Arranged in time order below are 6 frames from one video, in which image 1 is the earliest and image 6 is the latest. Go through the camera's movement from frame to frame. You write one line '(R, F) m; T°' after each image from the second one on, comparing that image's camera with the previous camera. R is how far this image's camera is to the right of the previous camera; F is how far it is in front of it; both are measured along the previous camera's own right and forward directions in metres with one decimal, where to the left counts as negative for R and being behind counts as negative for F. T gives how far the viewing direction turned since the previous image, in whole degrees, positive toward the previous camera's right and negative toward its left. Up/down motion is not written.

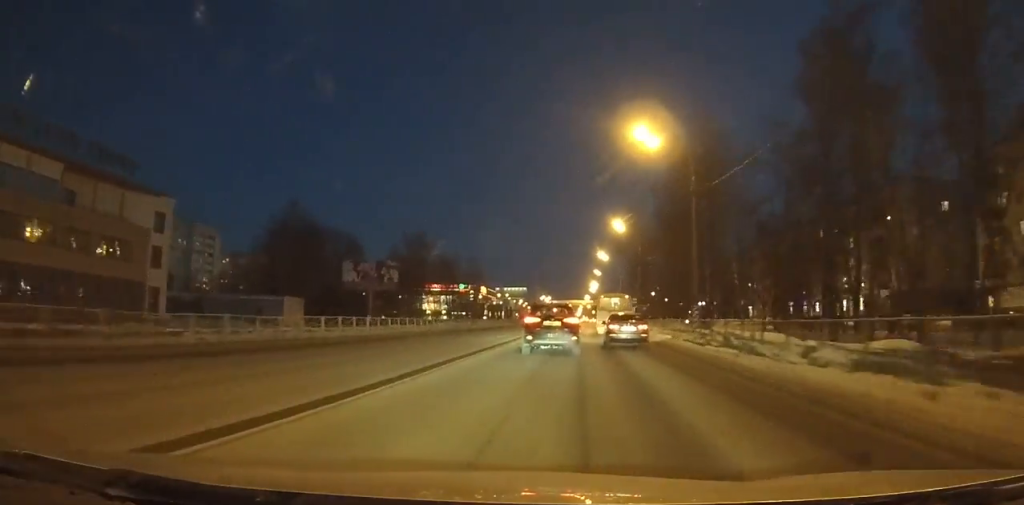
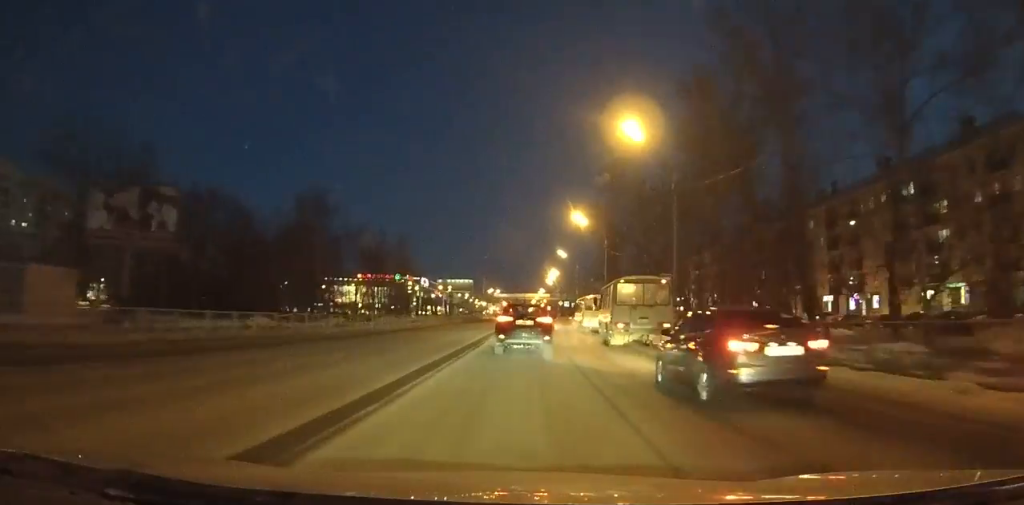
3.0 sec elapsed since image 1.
(+0.5, +32.9) m; +2°
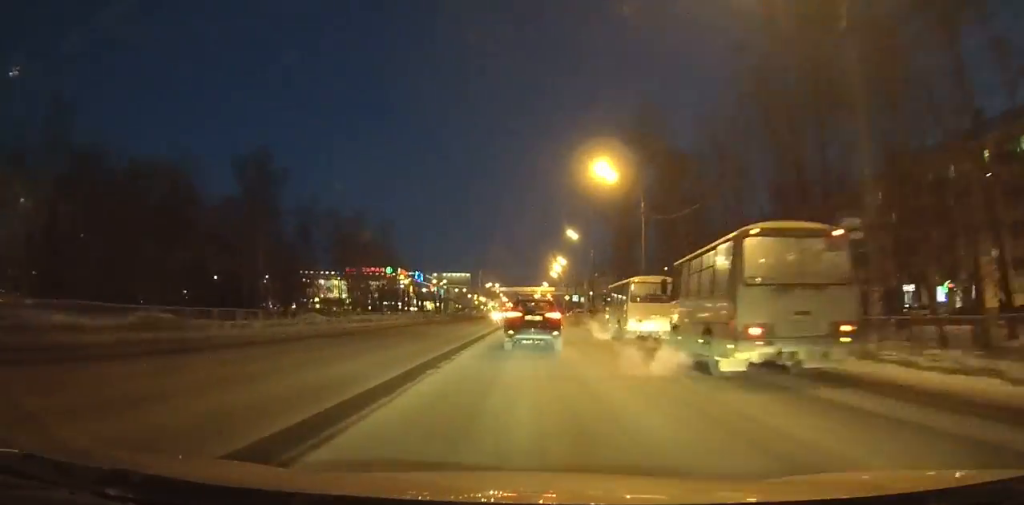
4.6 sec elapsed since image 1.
(+0.3, +17.6) m; +1°
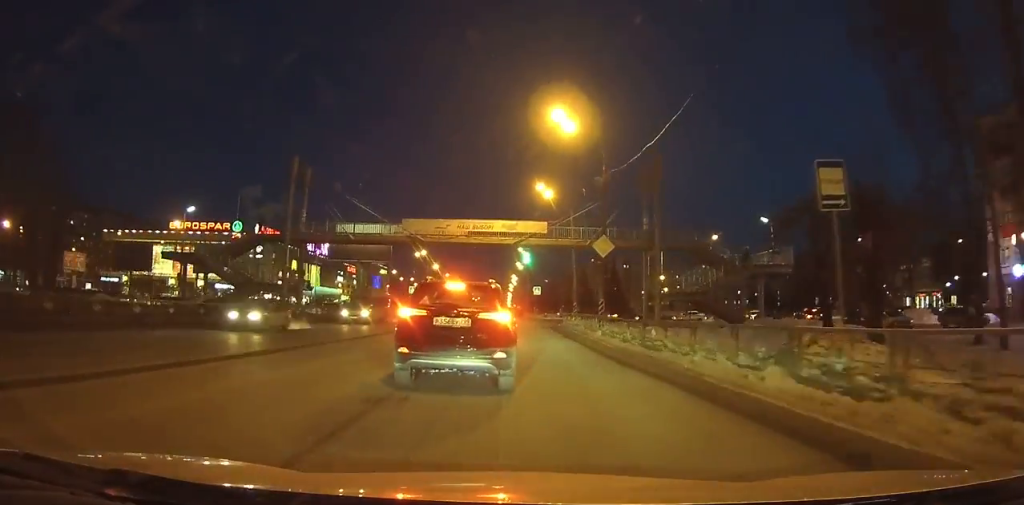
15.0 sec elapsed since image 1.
(+3.9, +90.4) m; +3°
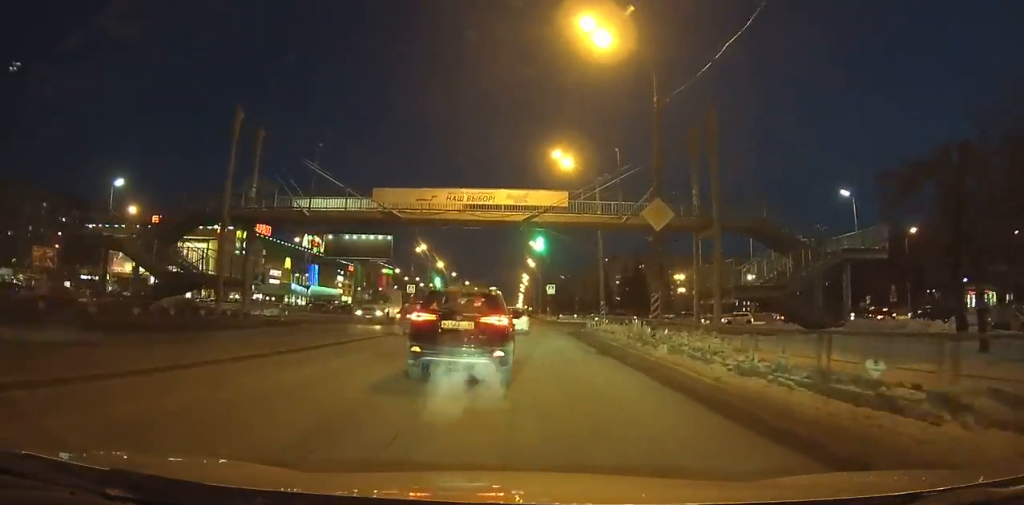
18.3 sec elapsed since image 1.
(-0.2, +18.2) m; -2°
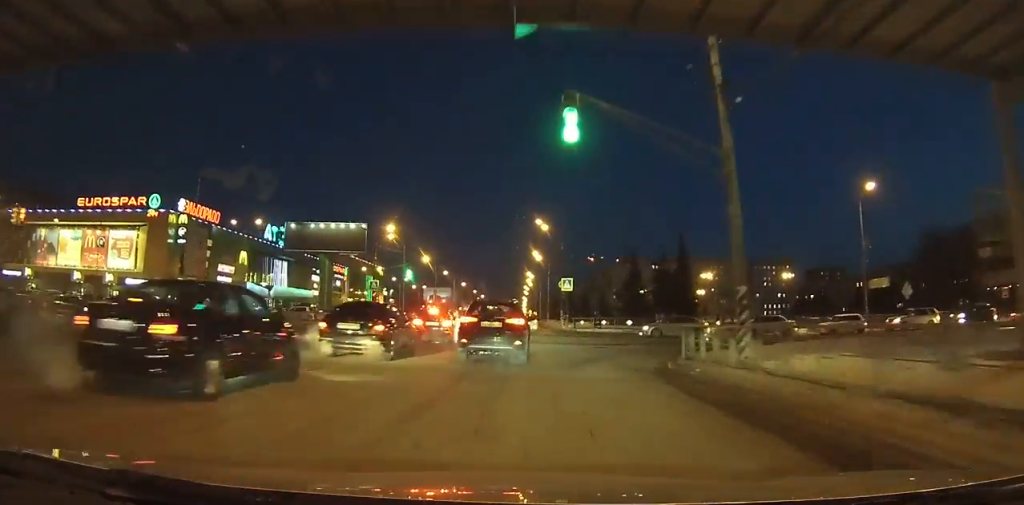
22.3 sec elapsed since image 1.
(-0.5, +27.3) m; -1°
